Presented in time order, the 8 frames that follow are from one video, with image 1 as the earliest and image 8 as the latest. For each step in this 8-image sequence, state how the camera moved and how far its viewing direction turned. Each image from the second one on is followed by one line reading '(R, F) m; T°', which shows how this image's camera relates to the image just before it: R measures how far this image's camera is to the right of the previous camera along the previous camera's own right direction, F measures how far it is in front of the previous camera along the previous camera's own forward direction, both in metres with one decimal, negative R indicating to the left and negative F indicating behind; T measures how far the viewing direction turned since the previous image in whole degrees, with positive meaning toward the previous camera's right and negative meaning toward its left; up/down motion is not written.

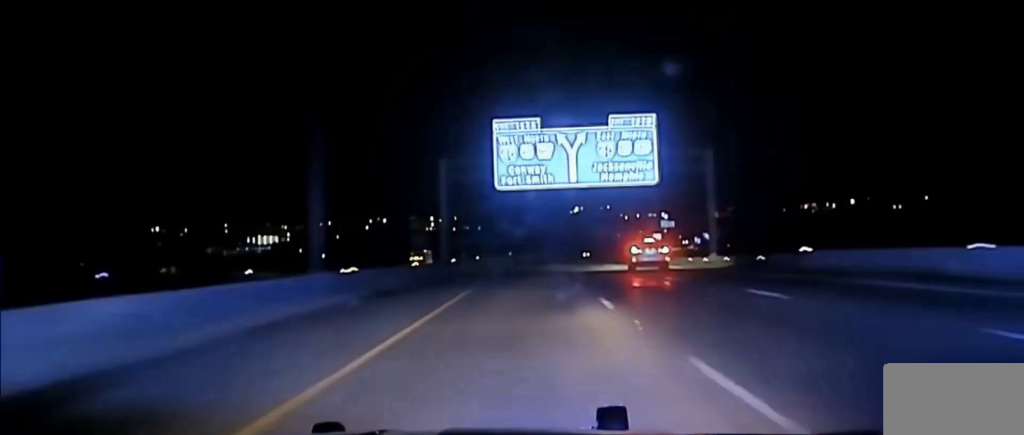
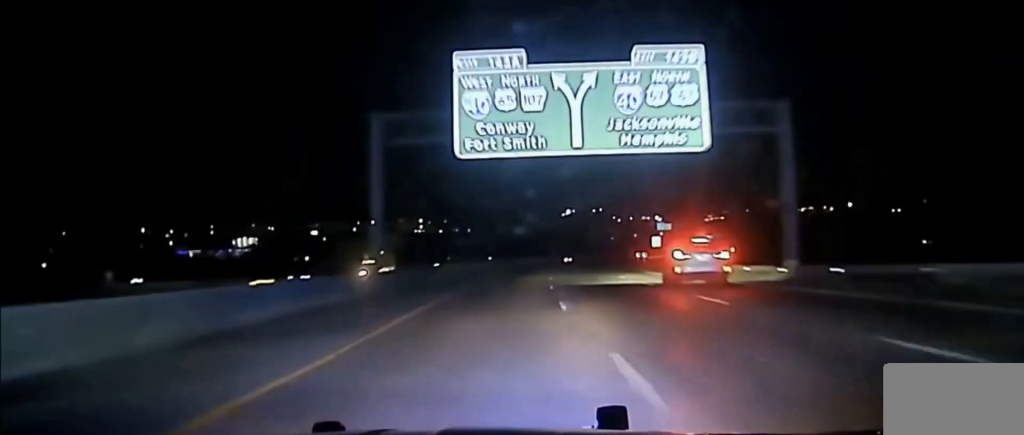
(-0.1, +20.2) m; 0°
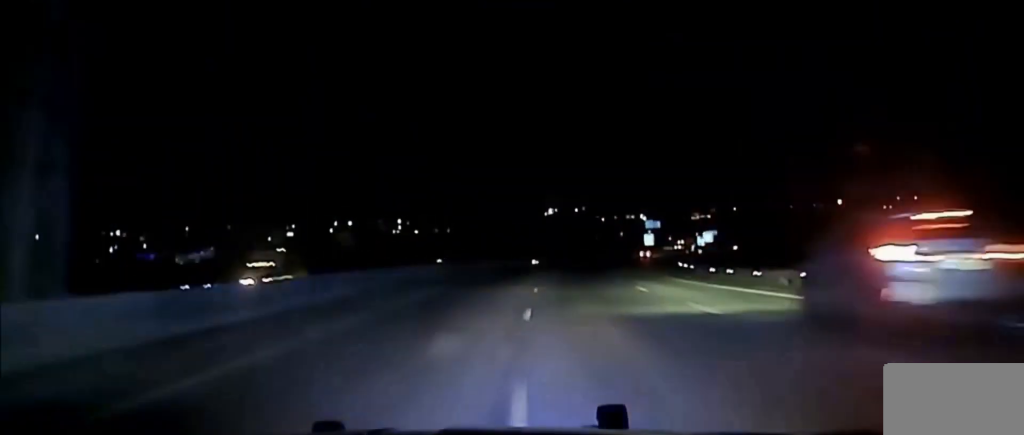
(+0.2, +26.2) m; +1°
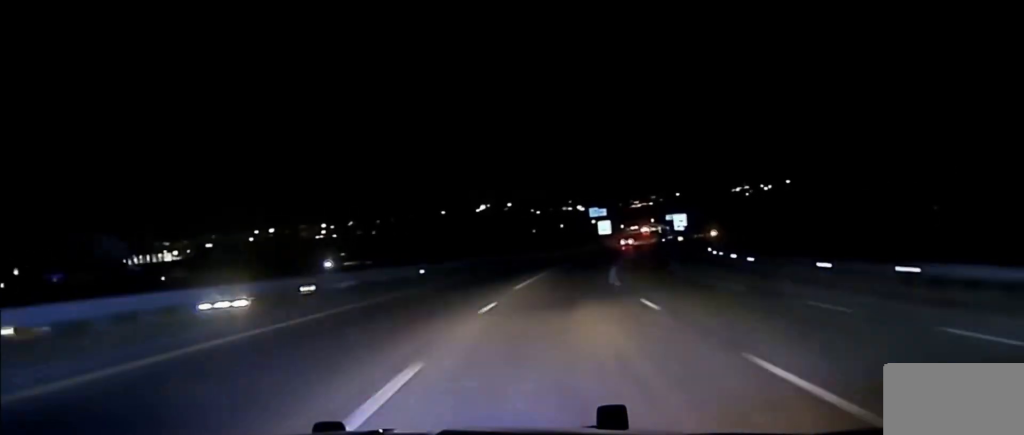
(+1.1, +53.7) m; +3°
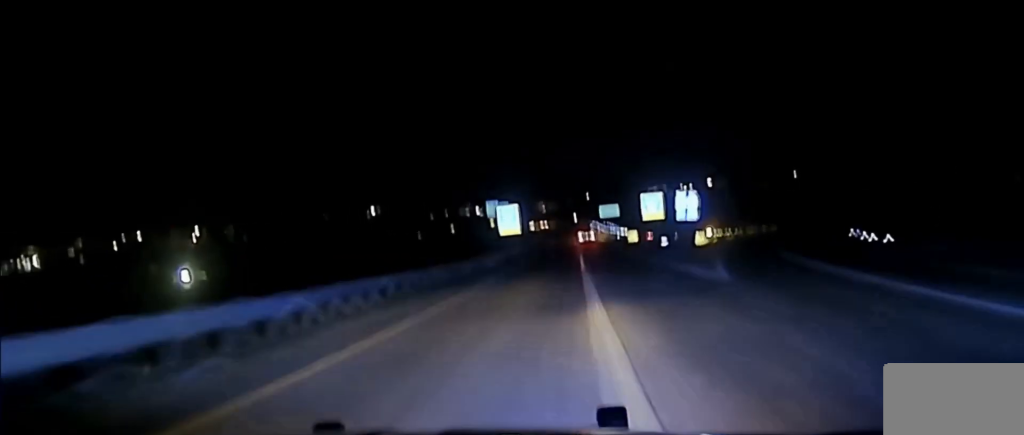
(+6.1, +99.0) m; +7°
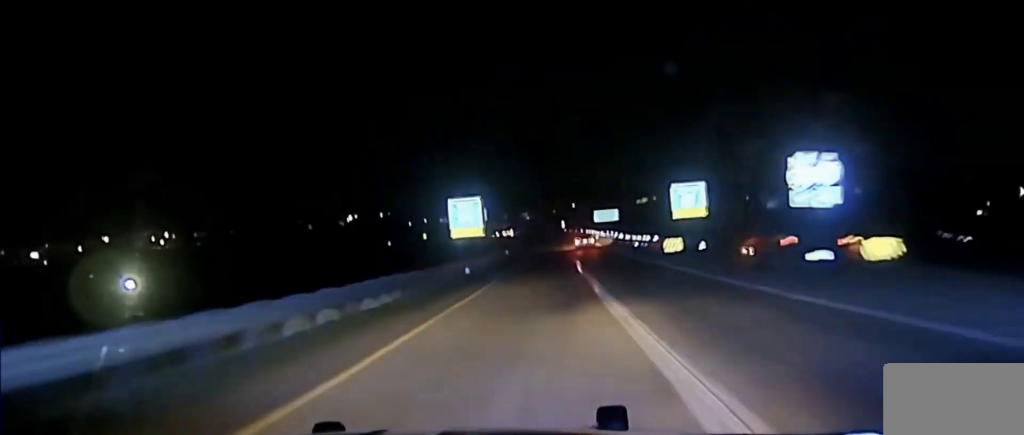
(+0.9, +38.7) m; +2°
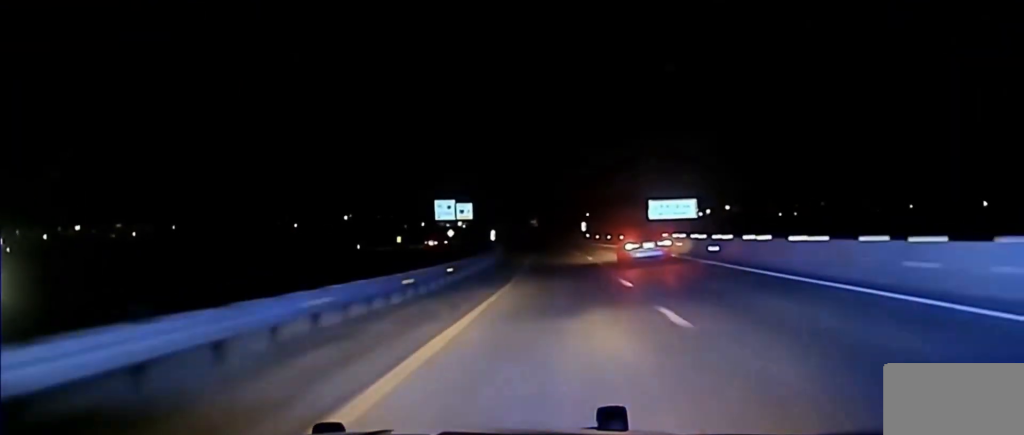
(+1.4, +90.8) m; 0°
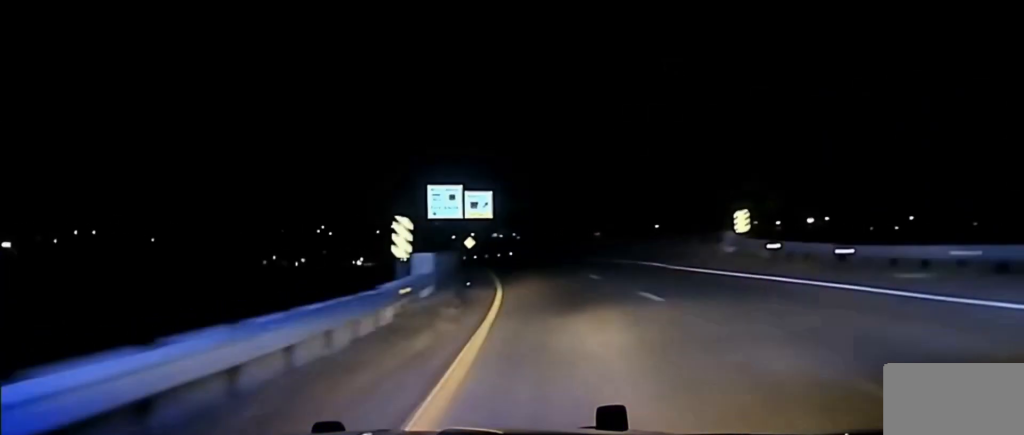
(-1.5, +78.6) m; -3°
